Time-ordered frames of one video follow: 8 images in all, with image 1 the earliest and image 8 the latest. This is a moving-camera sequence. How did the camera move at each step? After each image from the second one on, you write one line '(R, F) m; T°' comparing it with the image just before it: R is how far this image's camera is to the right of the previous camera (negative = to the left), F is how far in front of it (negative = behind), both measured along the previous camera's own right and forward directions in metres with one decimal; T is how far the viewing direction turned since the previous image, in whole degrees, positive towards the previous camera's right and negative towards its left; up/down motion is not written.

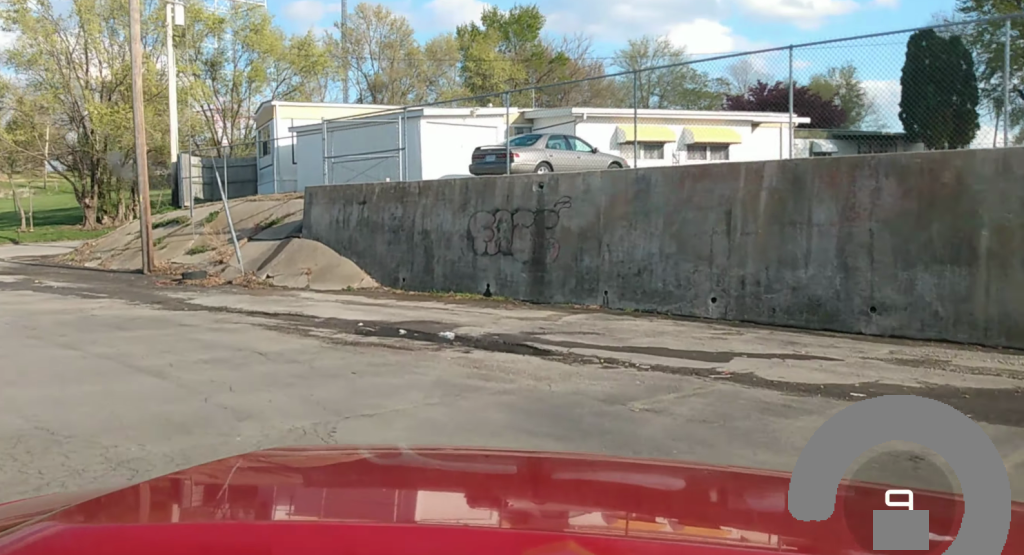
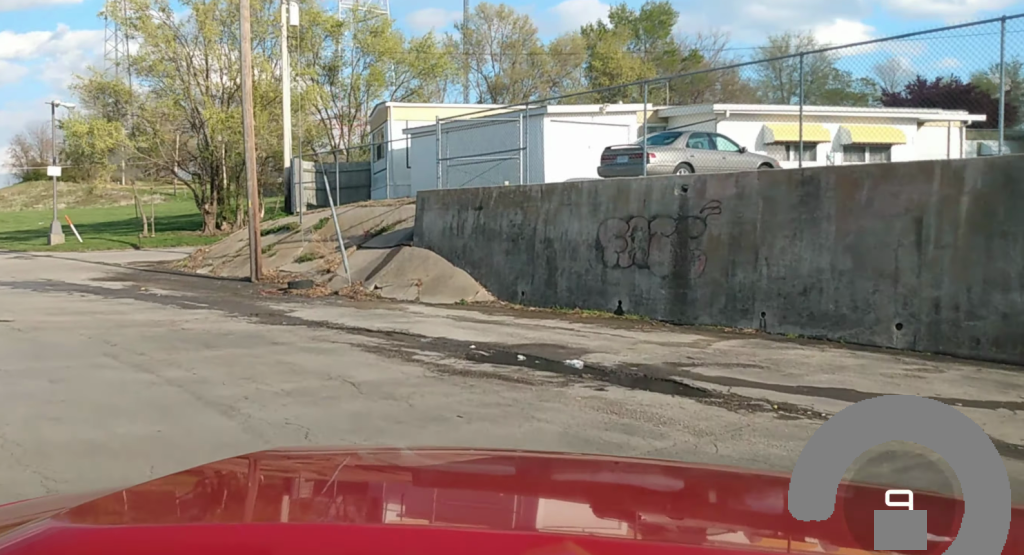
(0.0, +2.1) m; -8°
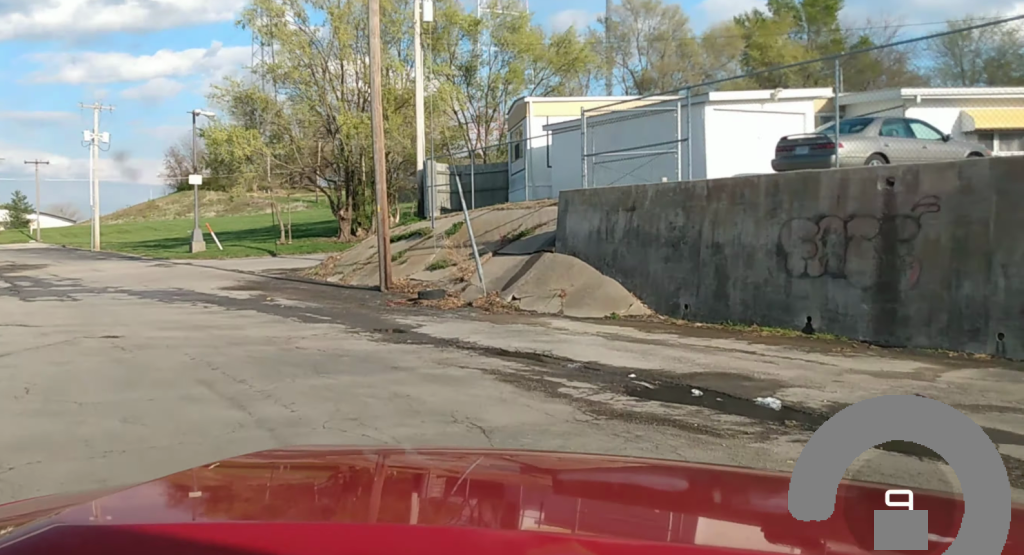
(-0.3, +2.2) m; -13°
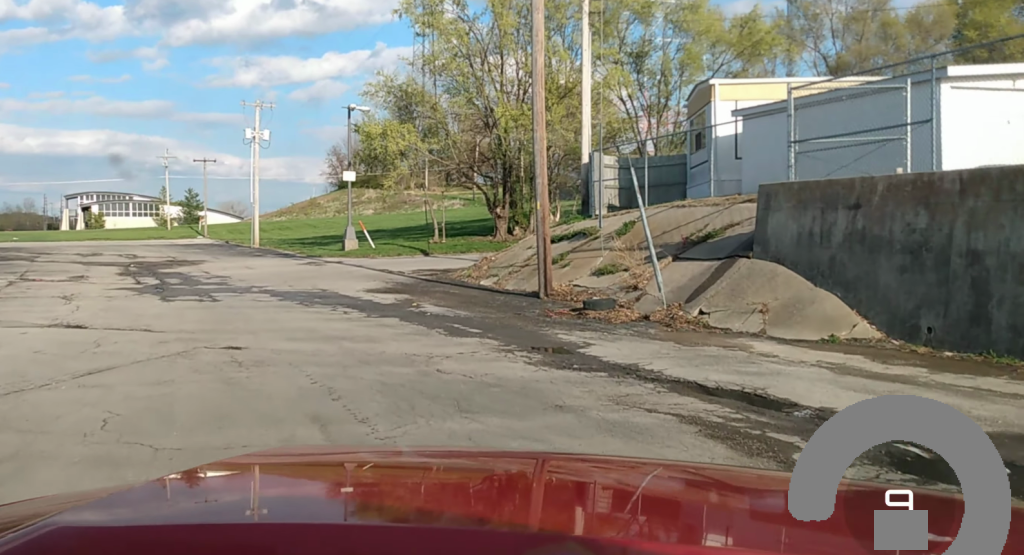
(0.0, +2.6) m; -16°
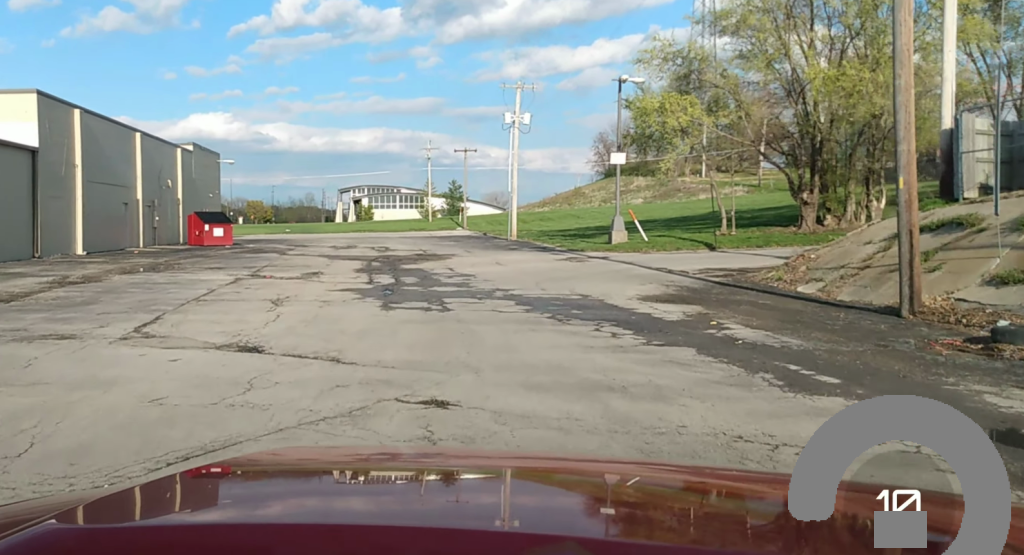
(-1.3, +5.4) m; -13°
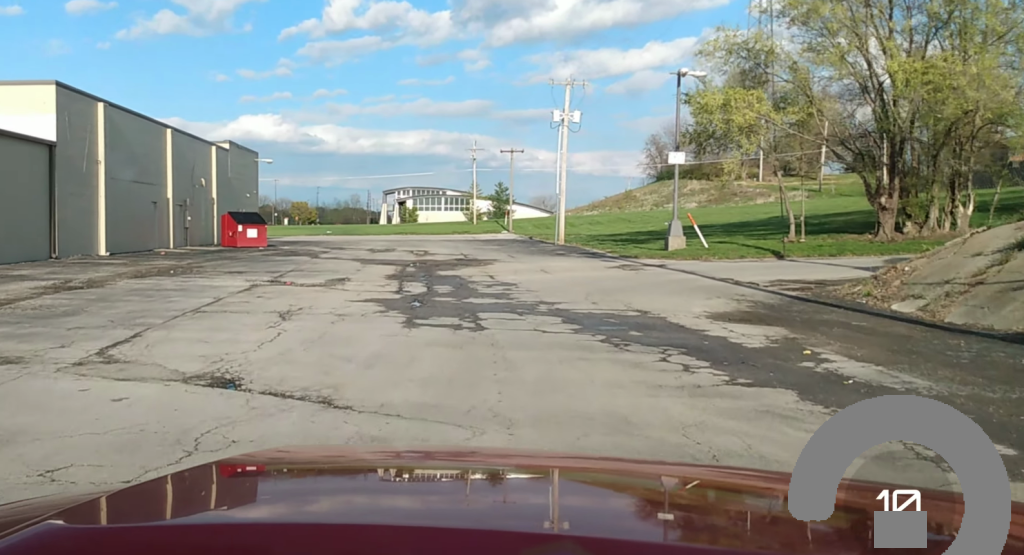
(0.0, +2.5) m; +2°
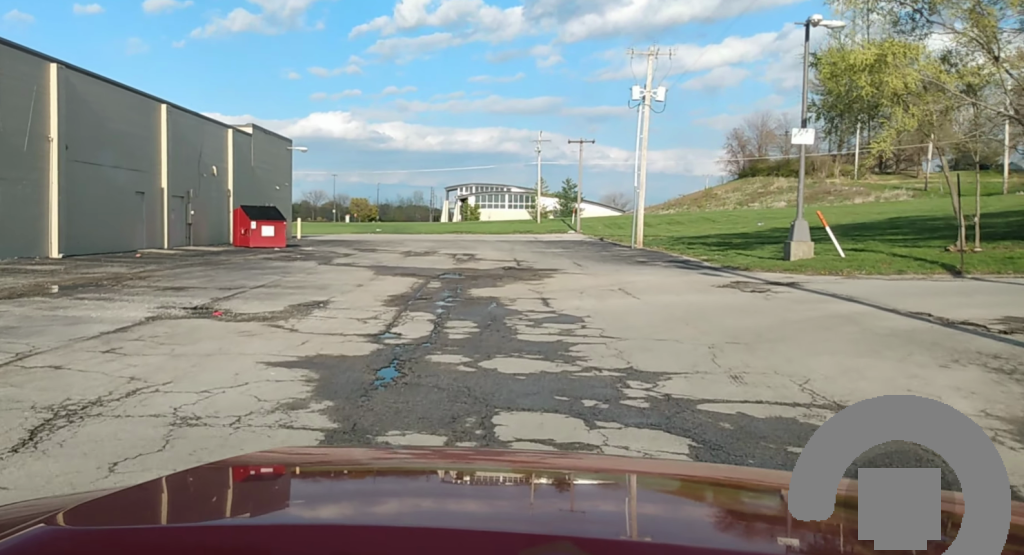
(+0.6, +8.6) m; +6°
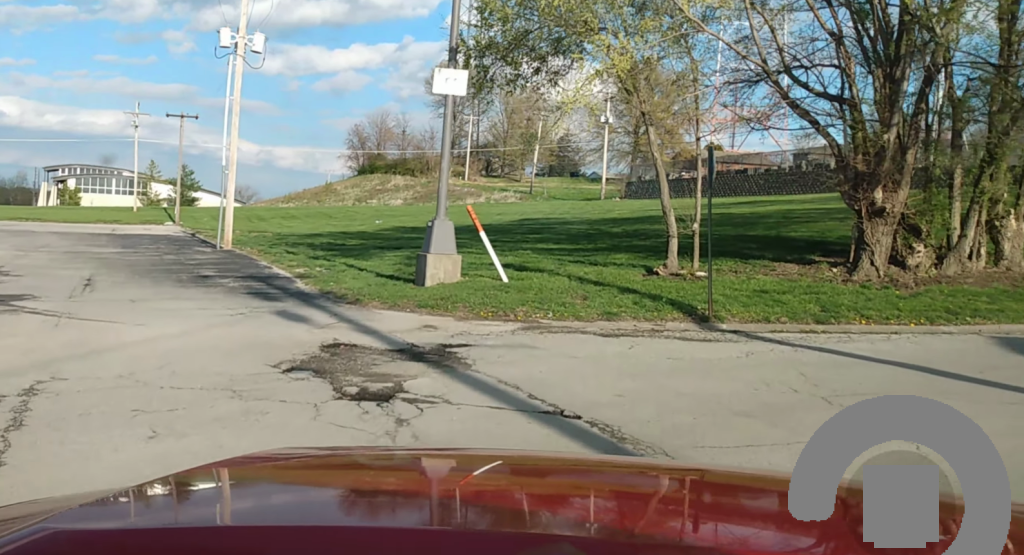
(+1.1, +13.8) m; +14°
